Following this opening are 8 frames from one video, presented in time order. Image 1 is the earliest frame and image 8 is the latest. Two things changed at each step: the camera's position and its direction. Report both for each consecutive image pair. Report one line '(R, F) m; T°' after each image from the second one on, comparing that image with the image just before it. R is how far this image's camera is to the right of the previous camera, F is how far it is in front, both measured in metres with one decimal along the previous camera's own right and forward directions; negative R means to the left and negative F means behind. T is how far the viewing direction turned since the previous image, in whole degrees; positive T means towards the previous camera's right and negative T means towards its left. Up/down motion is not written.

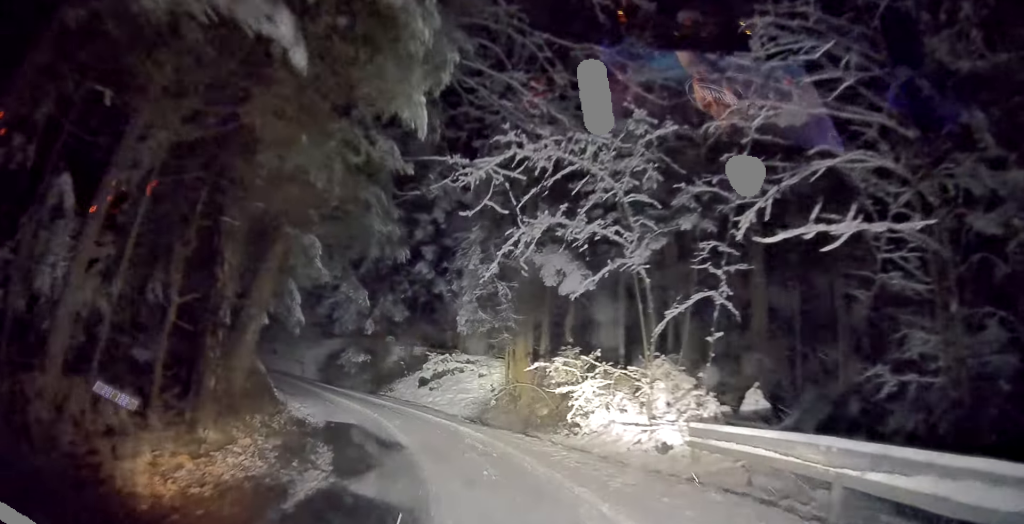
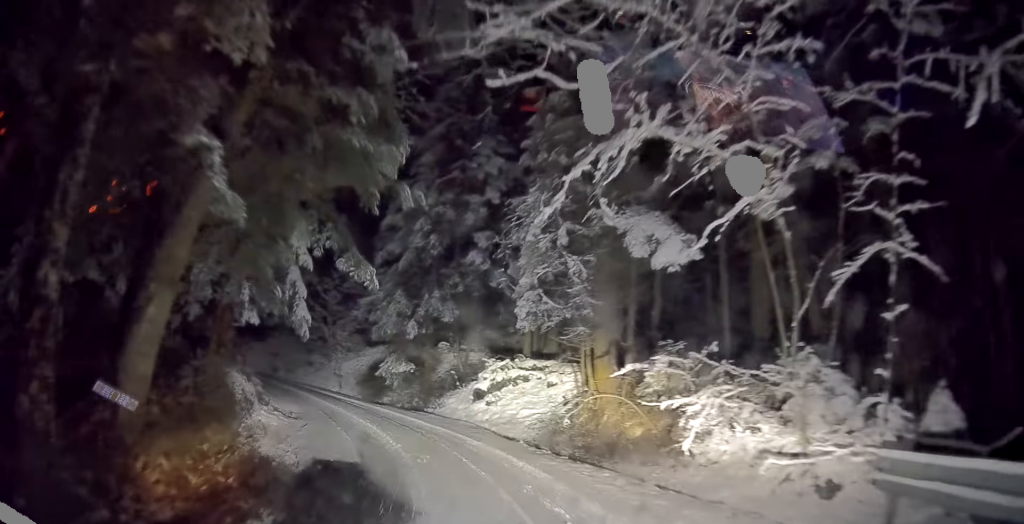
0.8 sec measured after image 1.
(-0.1, +4.0) m; -3°
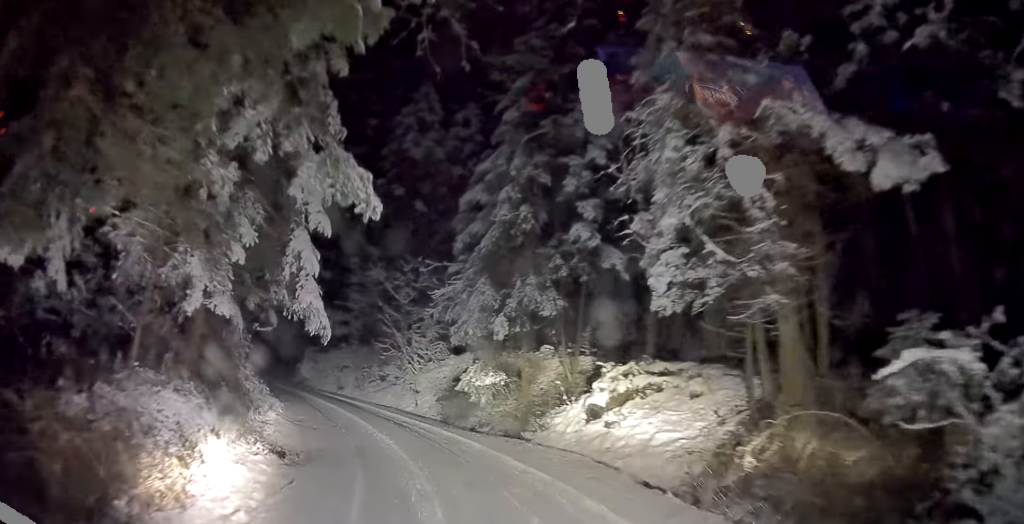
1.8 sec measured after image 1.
(-0.1, +4.4) m; -13°
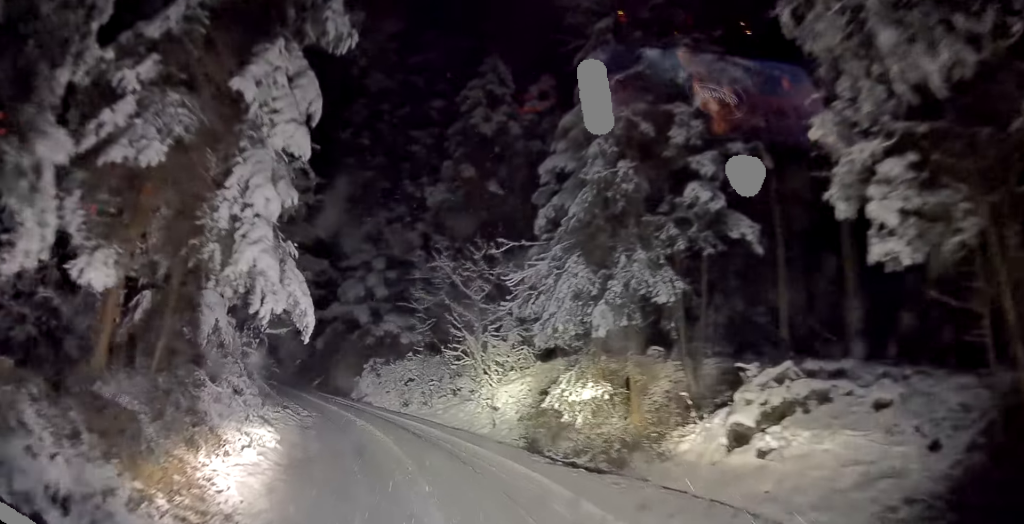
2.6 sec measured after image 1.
(-0.6, +3.1) m; -12°
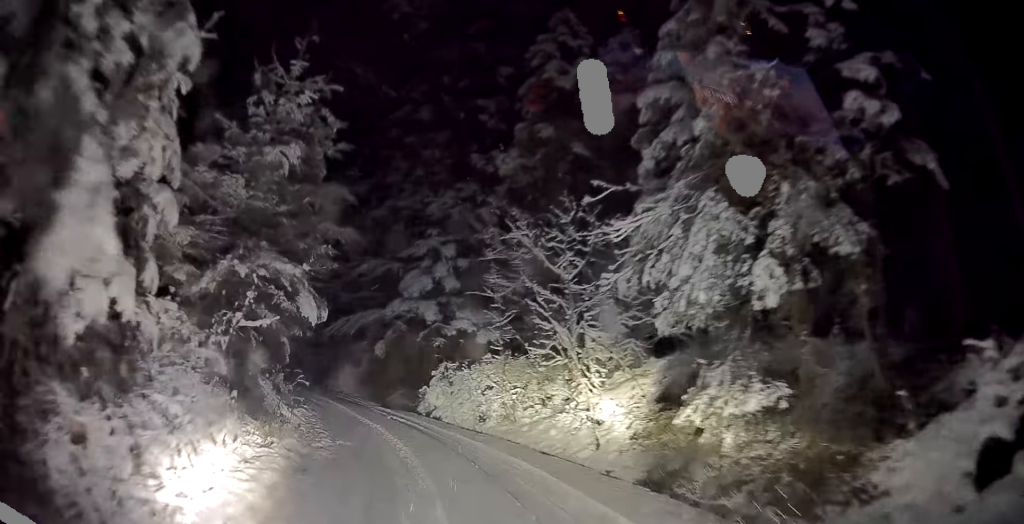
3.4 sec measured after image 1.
(-0.3, +3.2) m; -11°
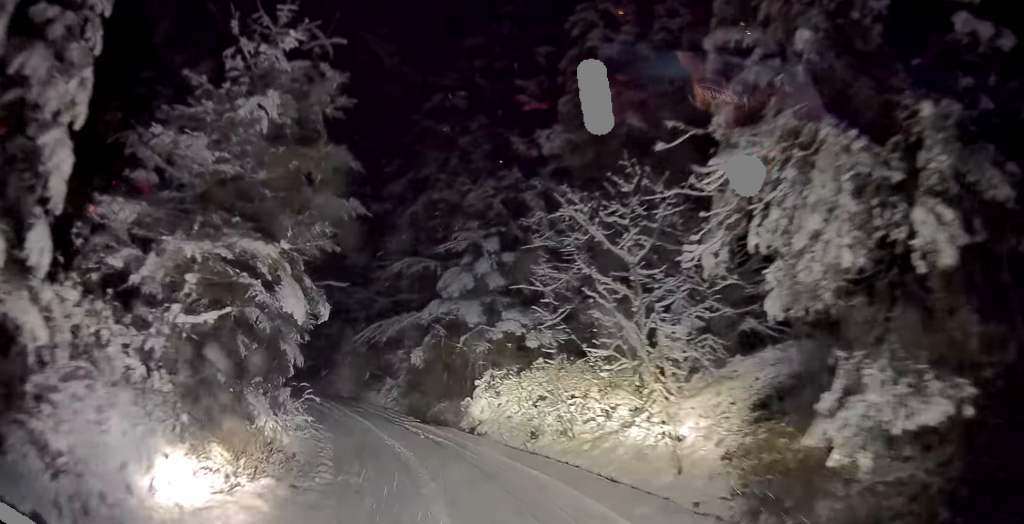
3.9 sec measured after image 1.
(+0.1, +1.8) m; -6°
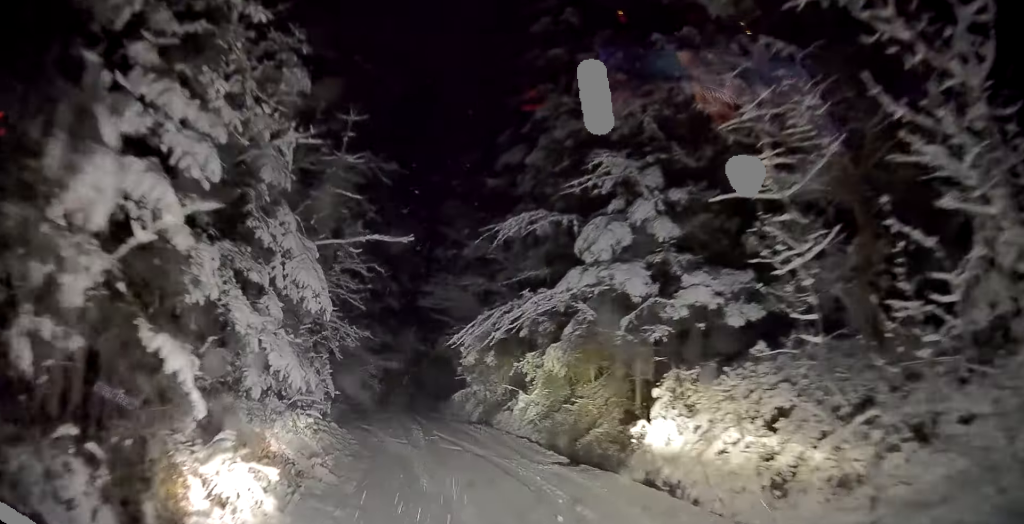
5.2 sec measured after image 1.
(-1.2, +3.8) m; -29°
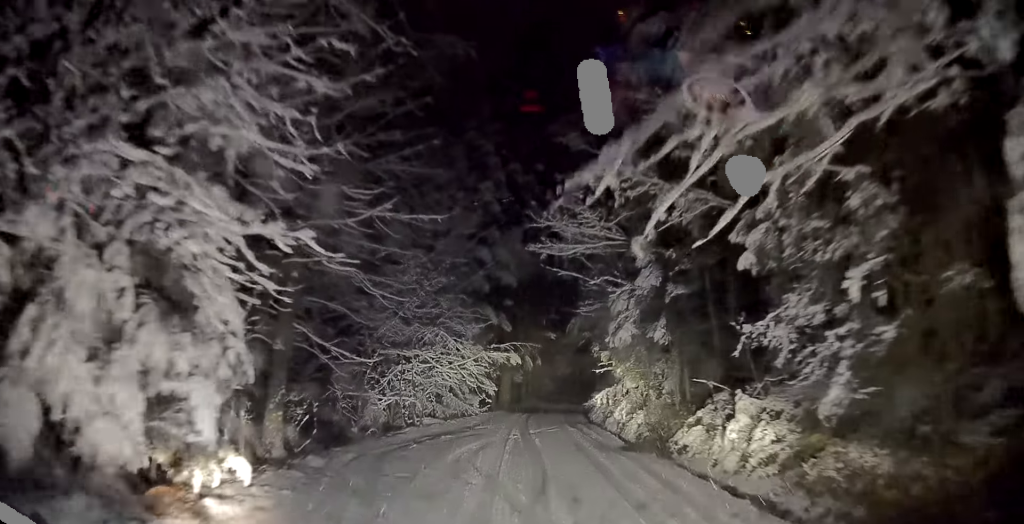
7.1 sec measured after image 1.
(-1.5, +5.5) m; -15°
